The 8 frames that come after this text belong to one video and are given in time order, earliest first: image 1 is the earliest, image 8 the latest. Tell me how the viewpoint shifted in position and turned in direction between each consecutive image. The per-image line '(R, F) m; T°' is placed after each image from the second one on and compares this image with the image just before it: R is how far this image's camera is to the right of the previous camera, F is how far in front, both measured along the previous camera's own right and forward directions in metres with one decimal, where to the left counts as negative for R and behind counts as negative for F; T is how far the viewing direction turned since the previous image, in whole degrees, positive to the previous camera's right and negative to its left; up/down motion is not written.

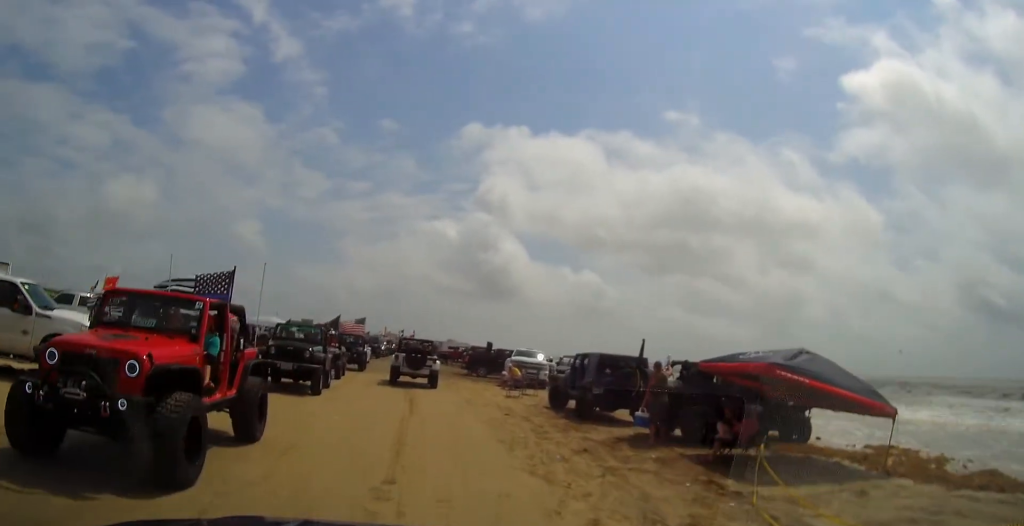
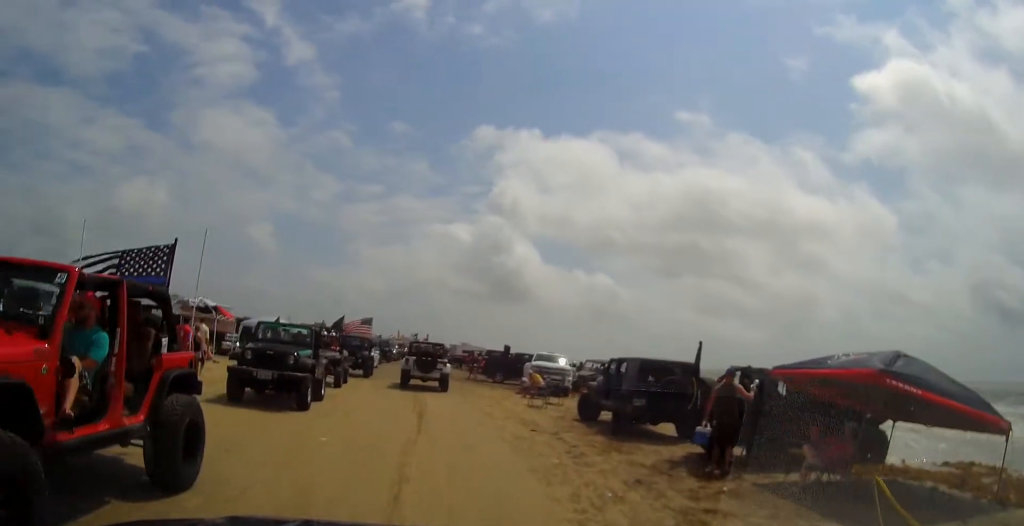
(-0.1, +2.4) m; 0°
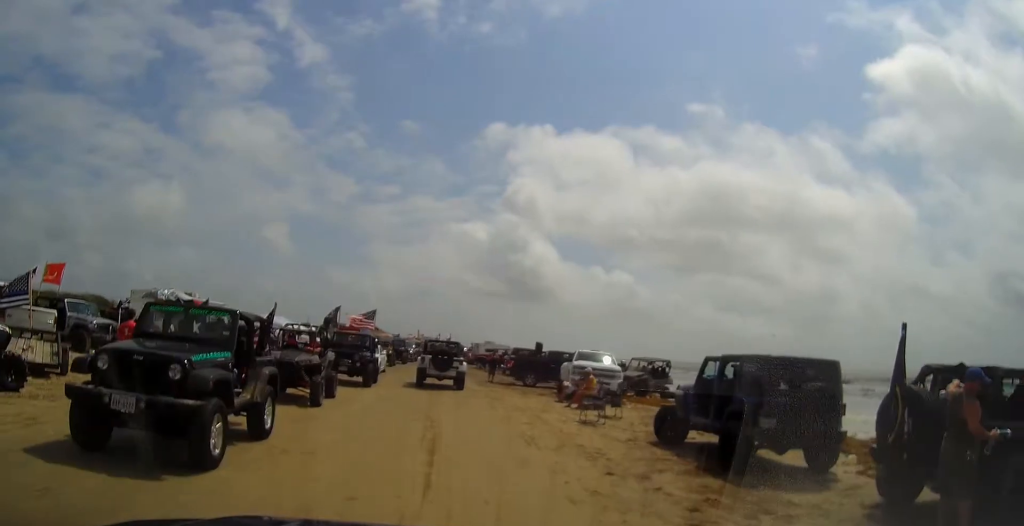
(+0.1, +5.3) m; +2°
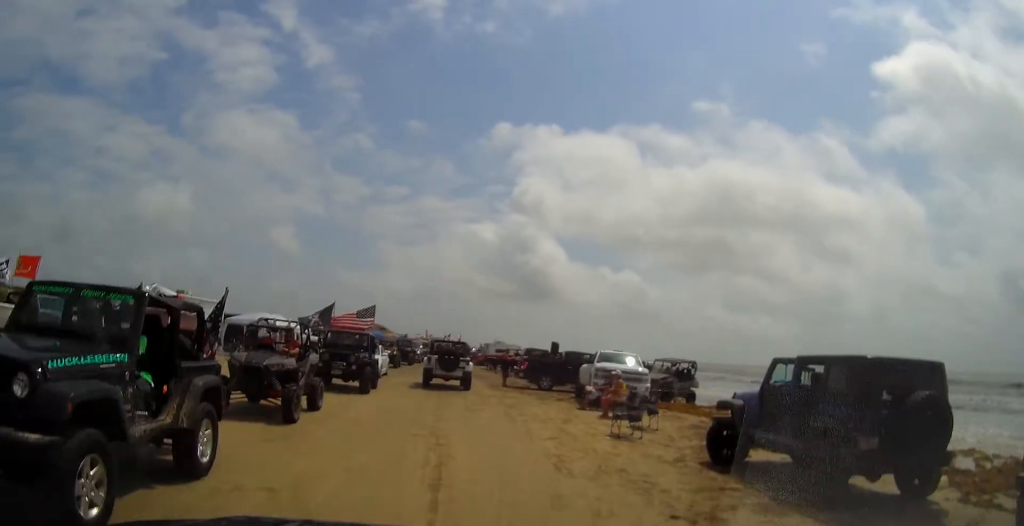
(+0.1, +2.4) m; -4°
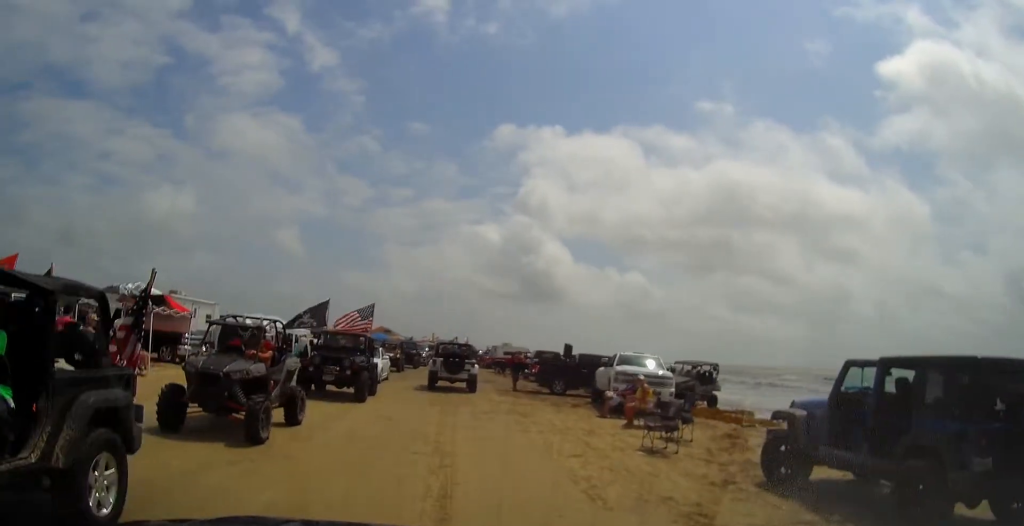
(0.0, +1.8) m; -2°
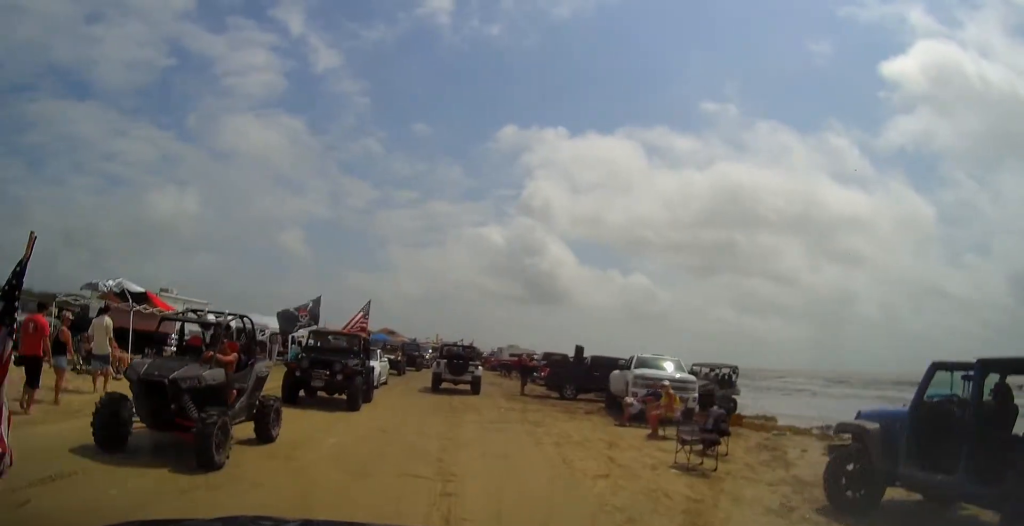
(-0.3, +1.5) m; 0°
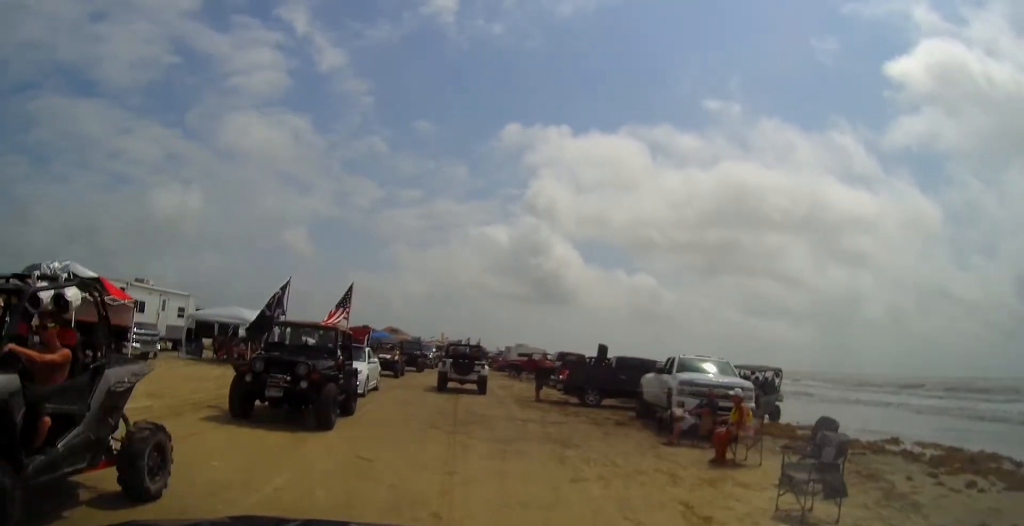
(+0.4, +3.4) m; -1°
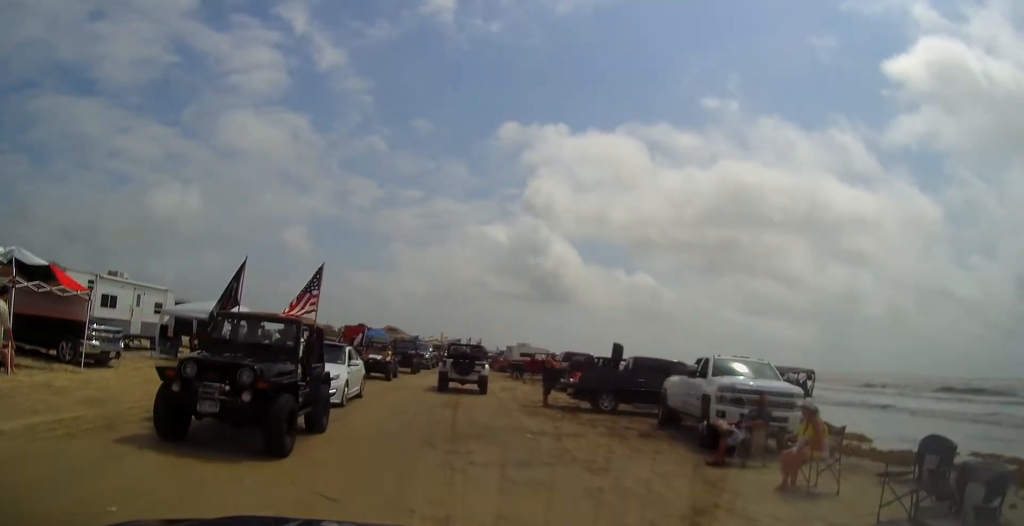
(-0.4, +2.4) m; 0°
